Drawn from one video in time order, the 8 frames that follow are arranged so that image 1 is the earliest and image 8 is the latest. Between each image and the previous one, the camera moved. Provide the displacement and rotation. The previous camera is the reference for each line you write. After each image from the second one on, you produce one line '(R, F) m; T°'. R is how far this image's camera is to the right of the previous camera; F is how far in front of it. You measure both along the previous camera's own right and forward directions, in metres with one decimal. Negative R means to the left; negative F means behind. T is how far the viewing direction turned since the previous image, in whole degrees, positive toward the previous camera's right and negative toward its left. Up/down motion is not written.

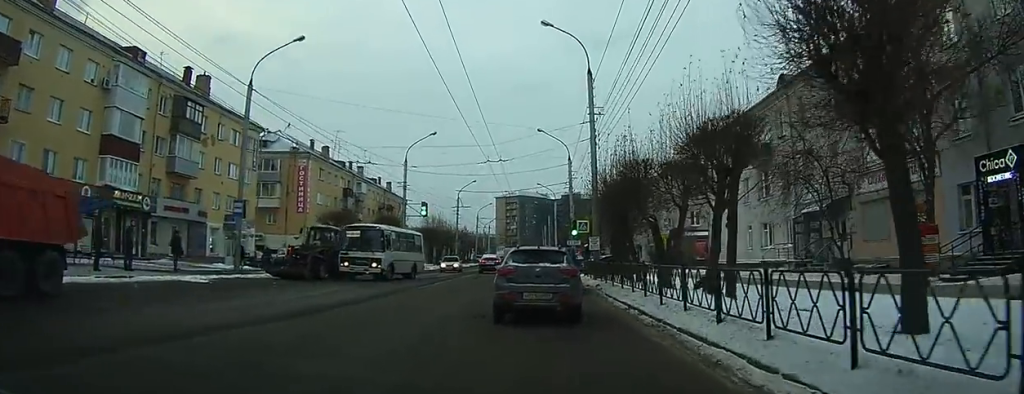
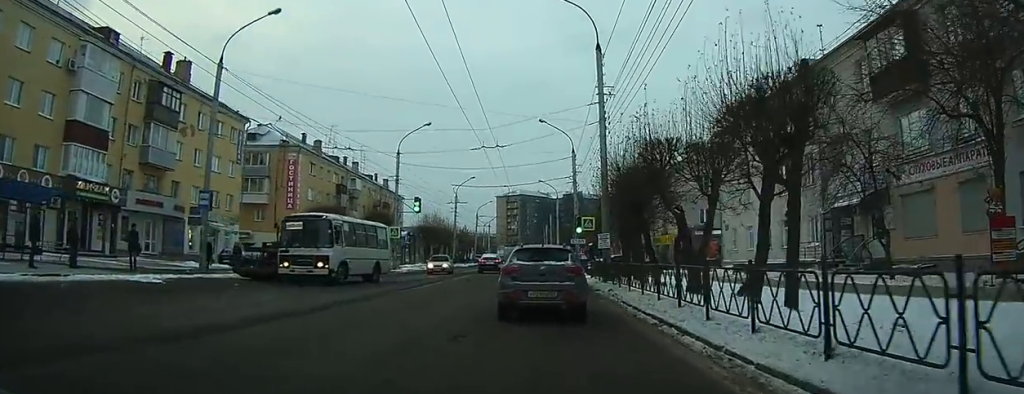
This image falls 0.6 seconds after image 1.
(0.0, +3.1) m; 0°
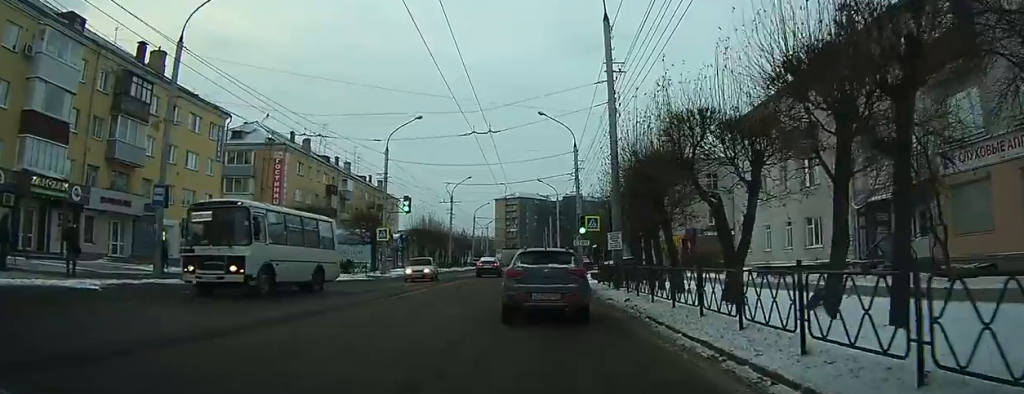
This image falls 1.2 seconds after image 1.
(0.0, +3.0) m; 0°
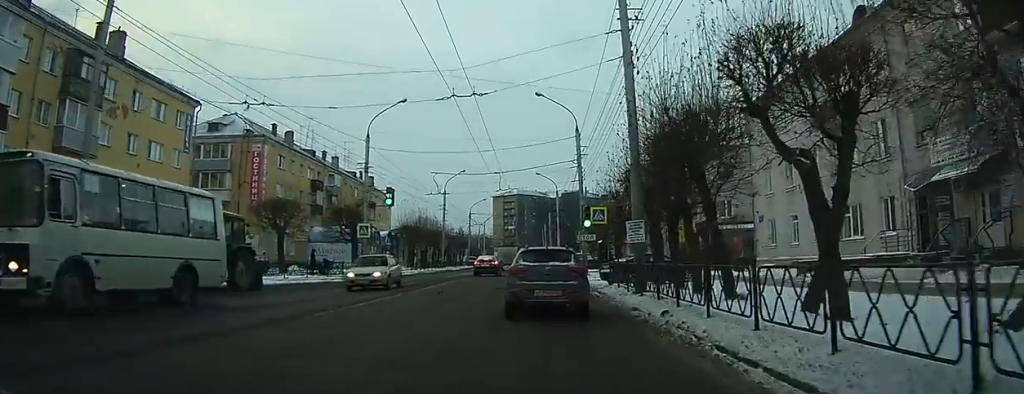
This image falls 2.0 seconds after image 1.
(0.0, +4.2) m; -1°
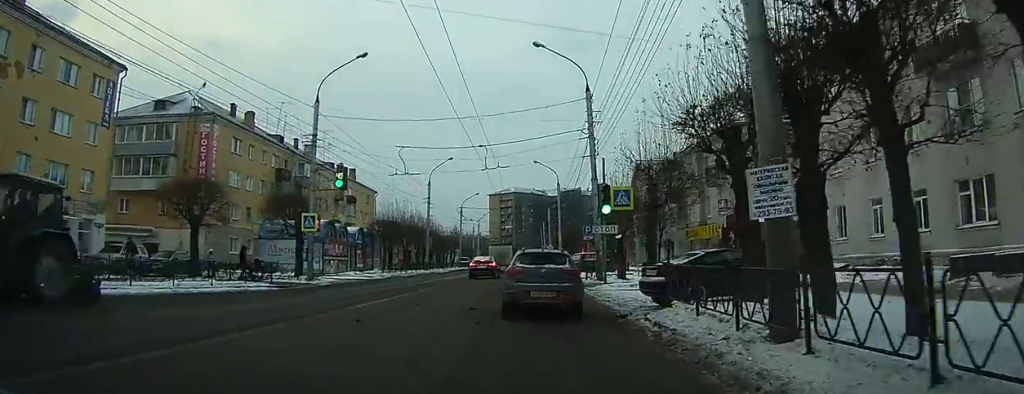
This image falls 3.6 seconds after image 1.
(-0.1, +10.0) m; 0°
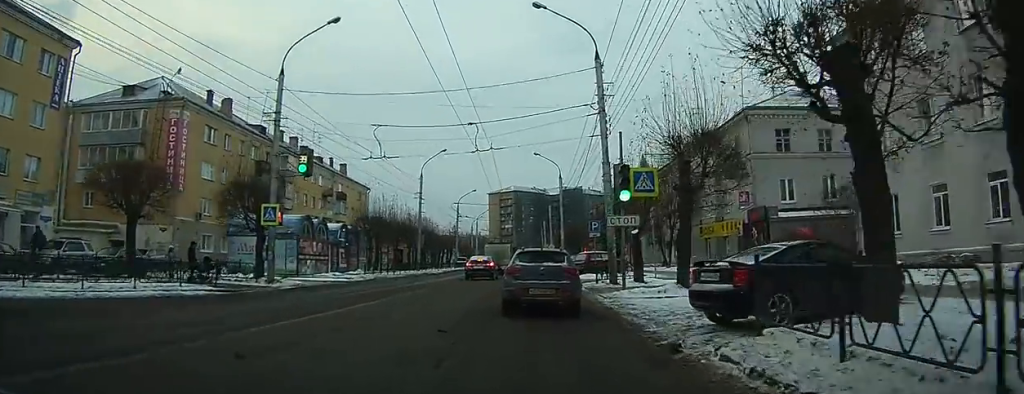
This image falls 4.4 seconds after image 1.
(+0.1, +5.5) m; 0°
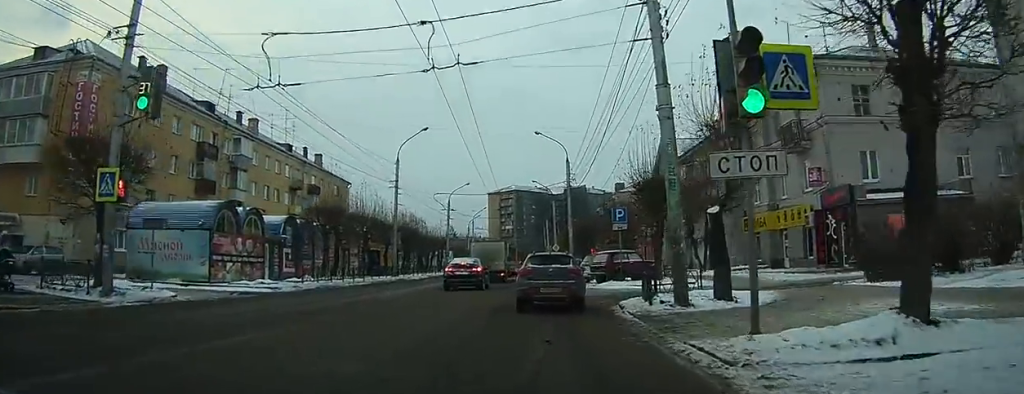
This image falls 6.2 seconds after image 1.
(-0.2, +10.8) m; 0°
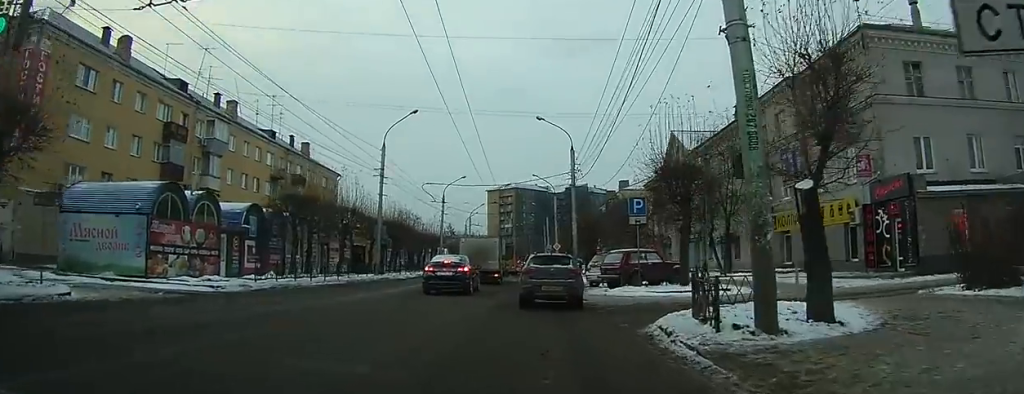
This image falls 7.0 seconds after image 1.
(+0.1, +5.1) m; +2°
